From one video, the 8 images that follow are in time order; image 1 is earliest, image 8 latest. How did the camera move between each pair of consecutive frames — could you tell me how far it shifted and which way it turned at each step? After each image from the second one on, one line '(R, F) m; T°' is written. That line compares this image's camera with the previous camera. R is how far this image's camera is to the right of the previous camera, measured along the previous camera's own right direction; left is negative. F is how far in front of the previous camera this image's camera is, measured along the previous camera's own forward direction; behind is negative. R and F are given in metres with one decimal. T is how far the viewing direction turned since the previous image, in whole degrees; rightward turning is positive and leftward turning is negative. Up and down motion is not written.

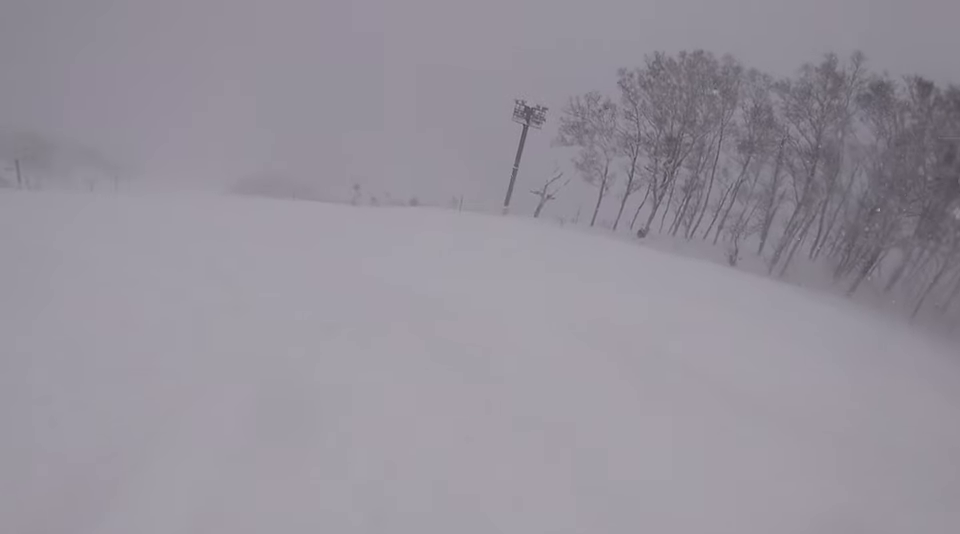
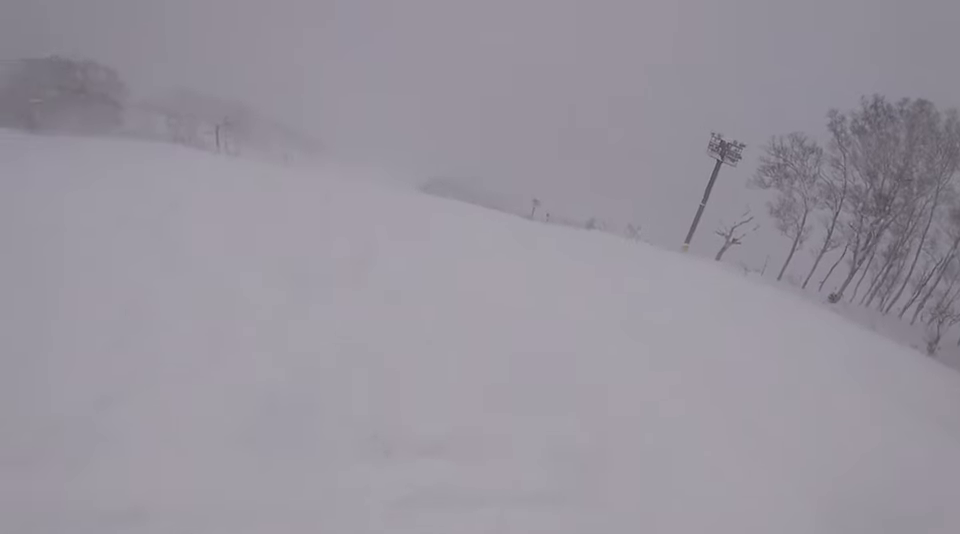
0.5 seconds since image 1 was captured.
(-0.1, +2.1) m; -14°
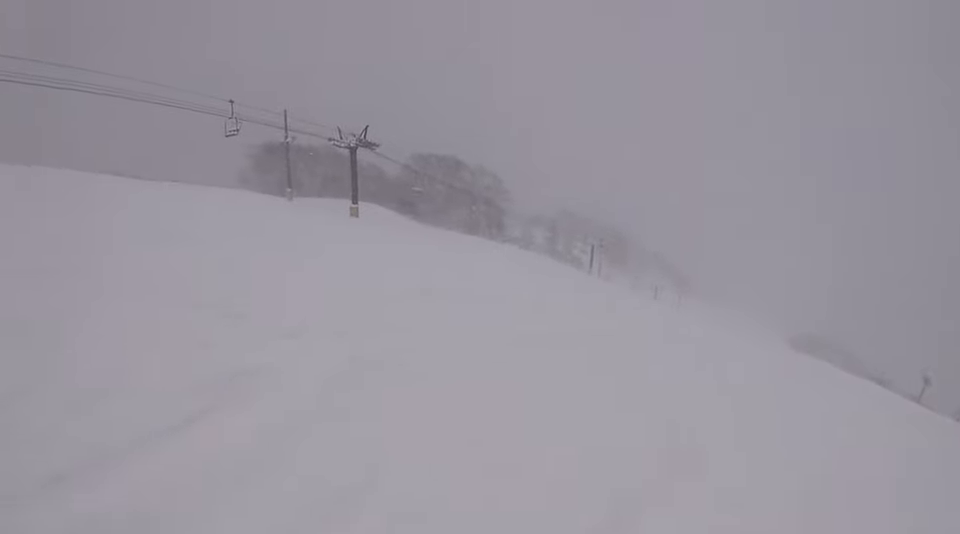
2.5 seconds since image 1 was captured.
(-3.4, +8.9) m; -37°
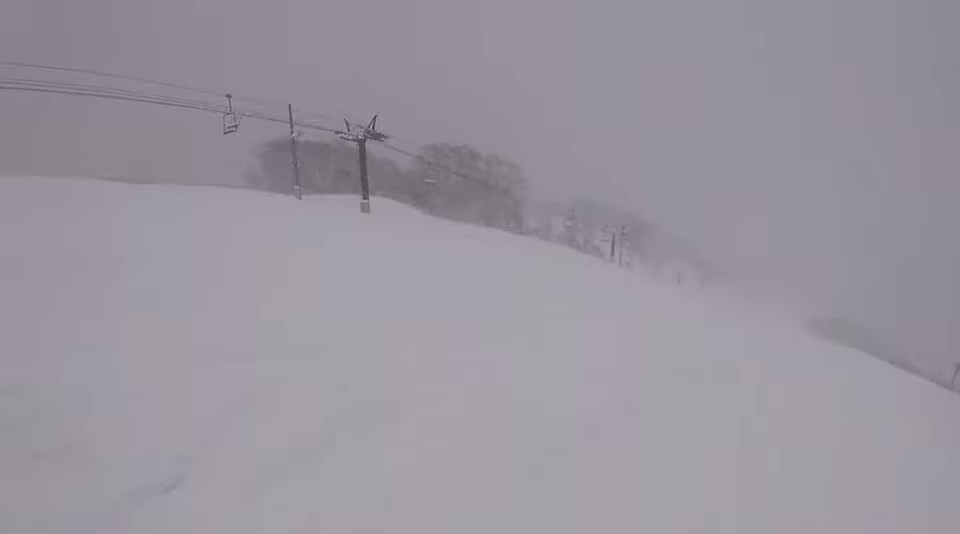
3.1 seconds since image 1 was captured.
(-1.1, +2.5) m; +2°
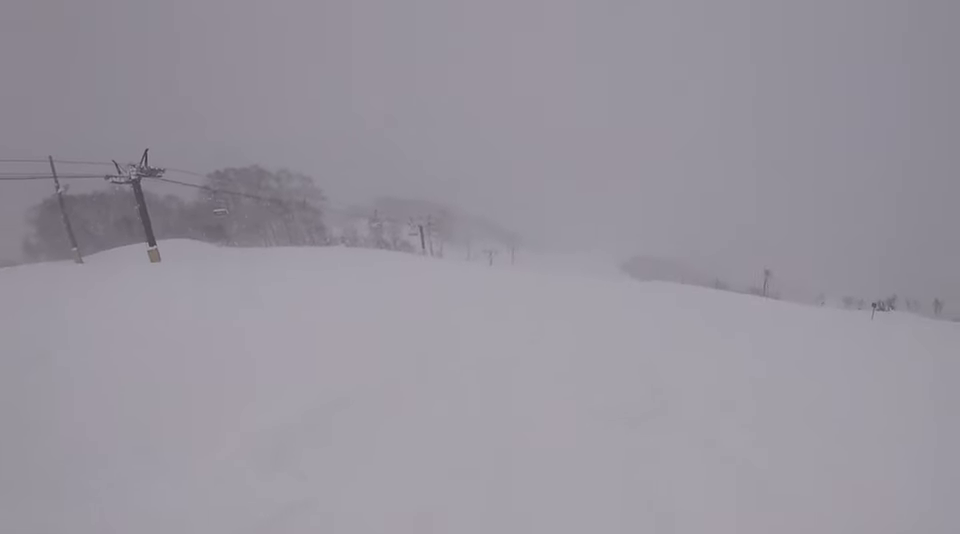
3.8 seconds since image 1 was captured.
(+0.5, +2.9) m; +18°
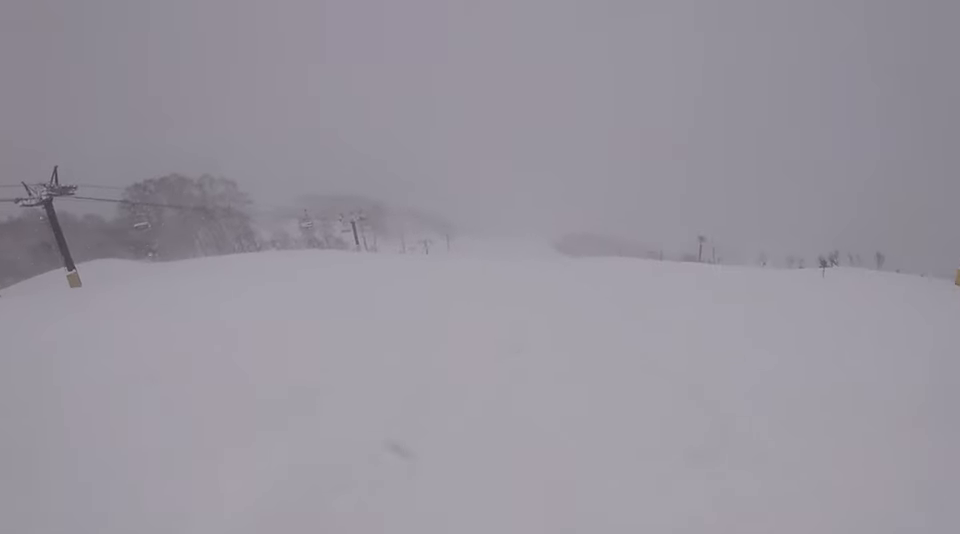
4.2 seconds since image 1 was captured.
(+0.2, +2.0) m; +16°
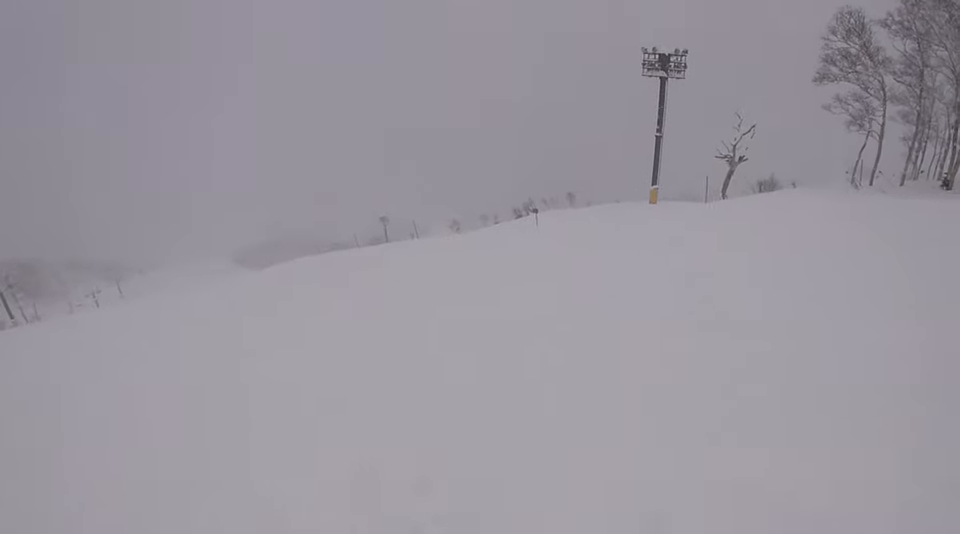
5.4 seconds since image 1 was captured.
(+2.1, +5.7) m; +40°
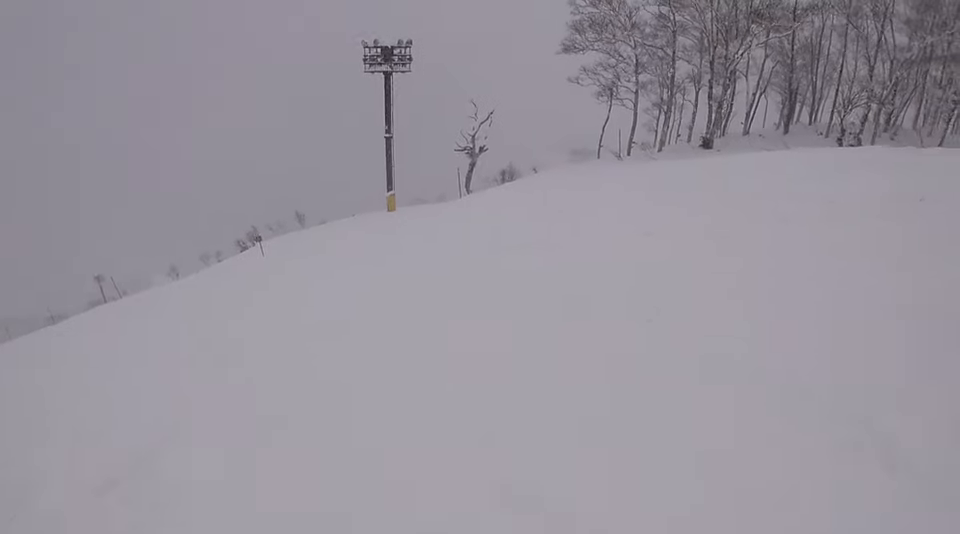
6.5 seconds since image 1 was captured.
(+1.5, +5.1) m; +23°
